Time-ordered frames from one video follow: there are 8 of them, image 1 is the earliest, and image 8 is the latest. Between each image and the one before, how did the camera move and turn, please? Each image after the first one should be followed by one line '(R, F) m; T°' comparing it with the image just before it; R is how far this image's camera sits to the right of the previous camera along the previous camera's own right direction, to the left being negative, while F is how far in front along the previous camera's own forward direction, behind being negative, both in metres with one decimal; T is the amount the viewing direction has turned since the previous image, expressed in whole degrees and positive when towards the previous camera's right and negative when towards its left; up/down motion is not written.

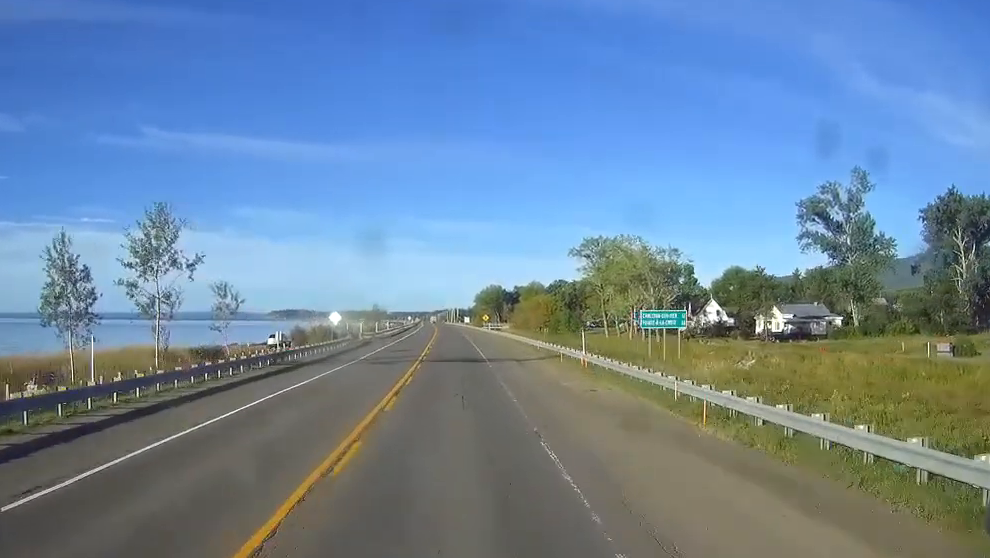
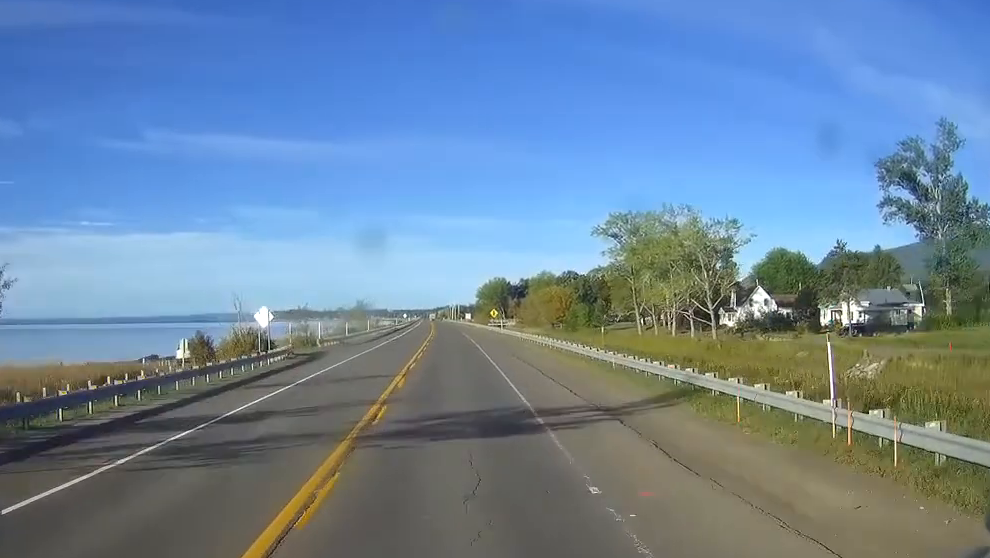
(-0.1, +30.2) m; 0°
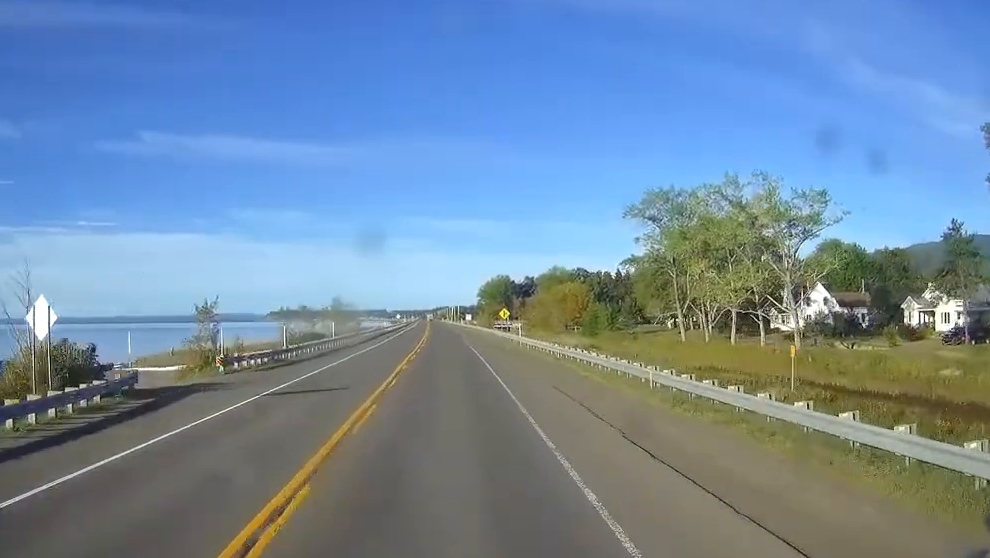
(0.0, +28.1) m; 0°
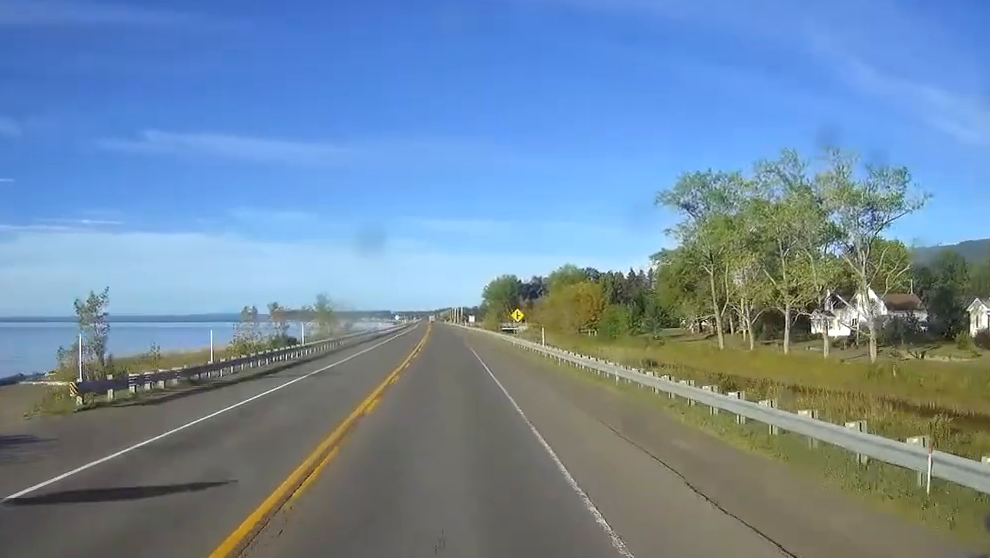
(+0.1, +15.9) m; 0°
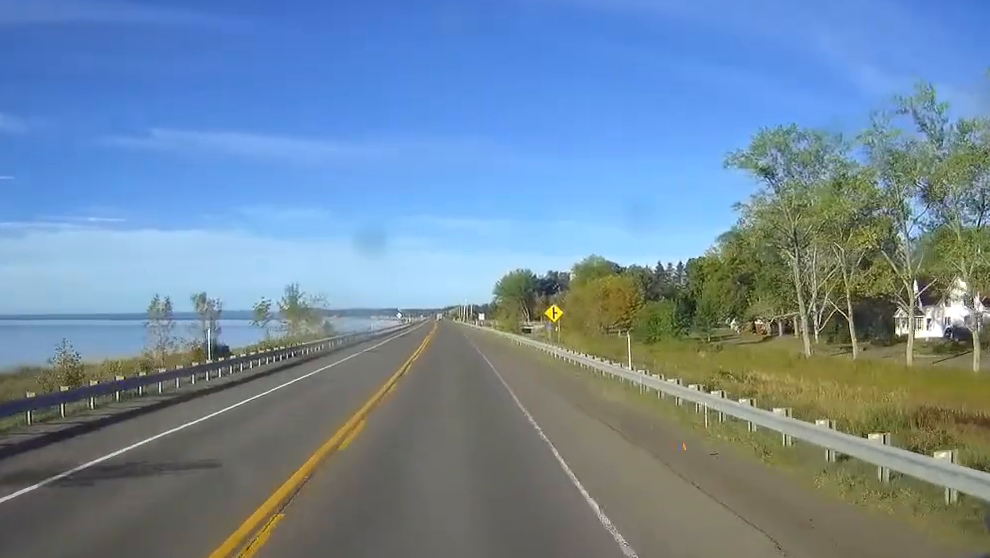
(-0.3, +24.1) m; -3°
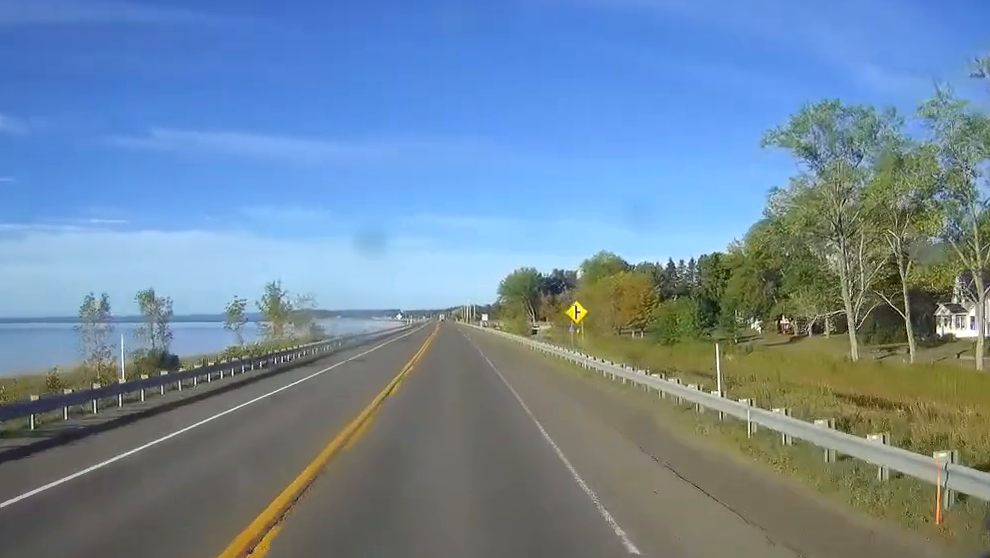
(-0.3, +9.7) m; +1°
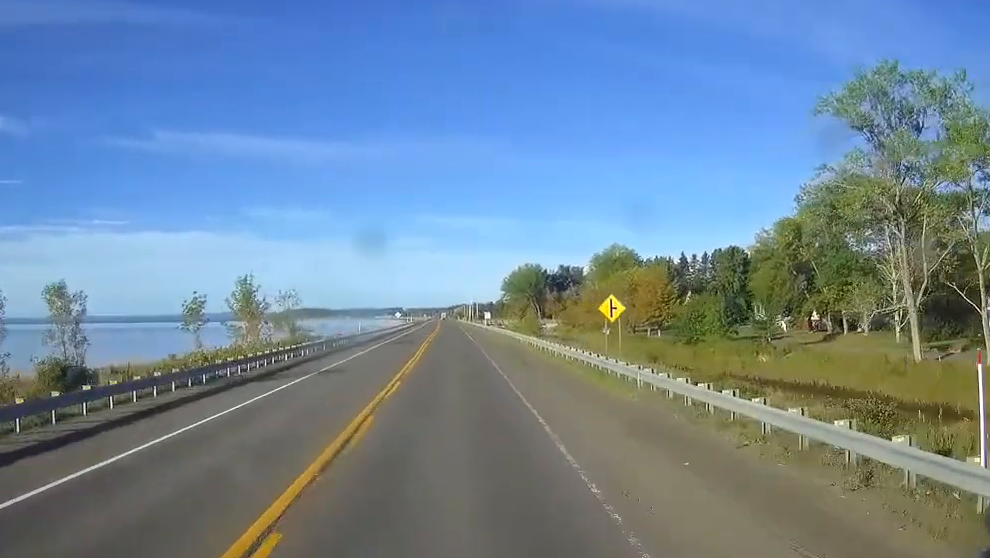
(-0.7, +10.5) m; +1°
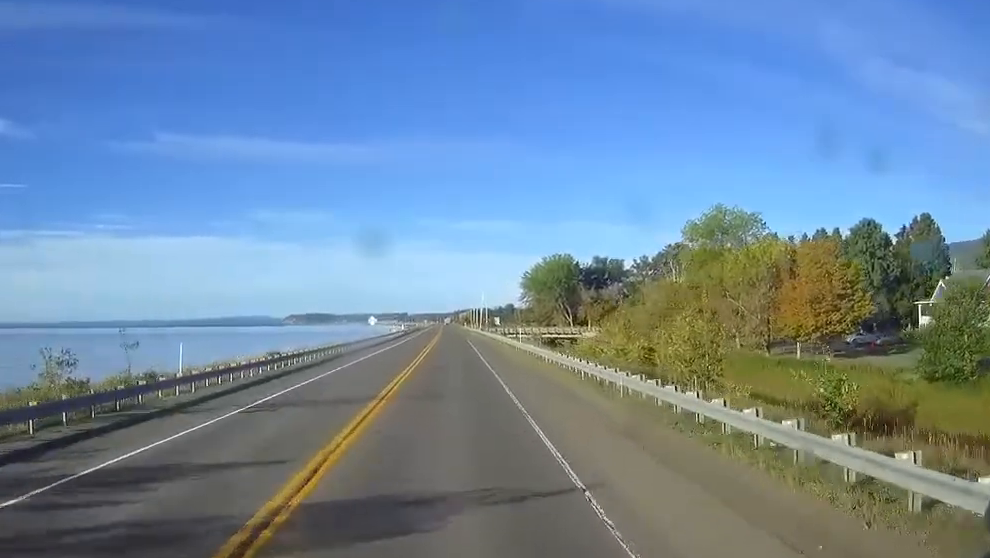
(+2.7, +58.8) m; +1°
